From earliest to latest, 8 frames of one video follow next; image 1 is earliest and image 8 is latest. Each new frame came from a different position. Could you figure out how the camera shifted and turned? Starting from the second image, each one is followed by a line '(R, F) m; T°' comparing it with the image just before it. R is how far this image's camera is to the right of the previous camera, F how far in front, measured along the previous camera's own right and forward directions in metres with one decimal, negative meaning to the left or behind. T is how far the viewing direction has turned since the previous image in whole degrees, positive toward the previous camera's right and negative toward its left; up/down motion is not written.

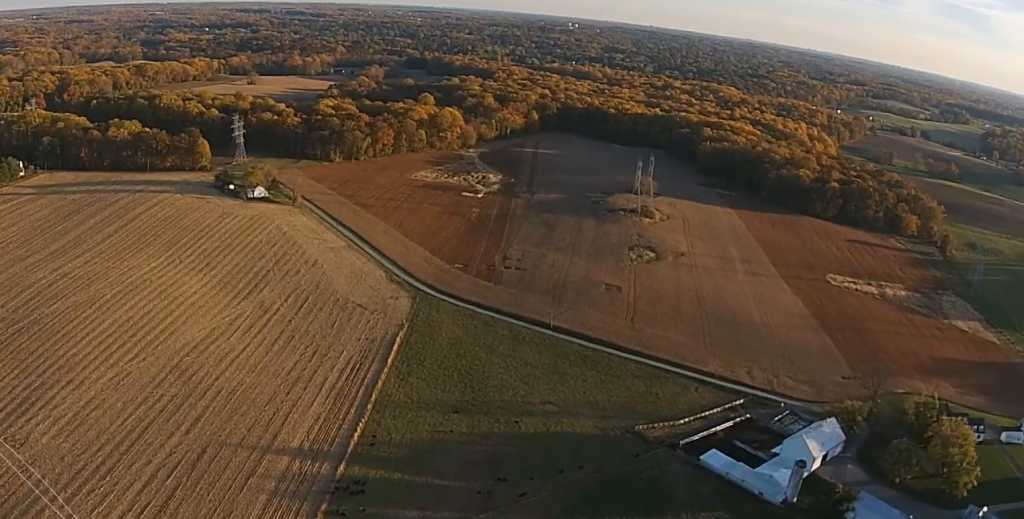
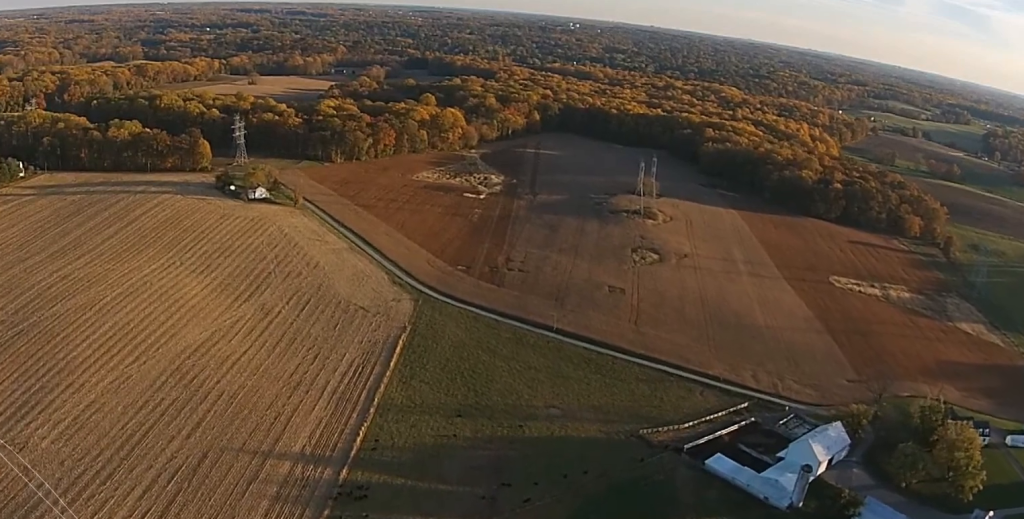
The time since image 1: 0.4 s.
(0.0, +2.8) m; 0°
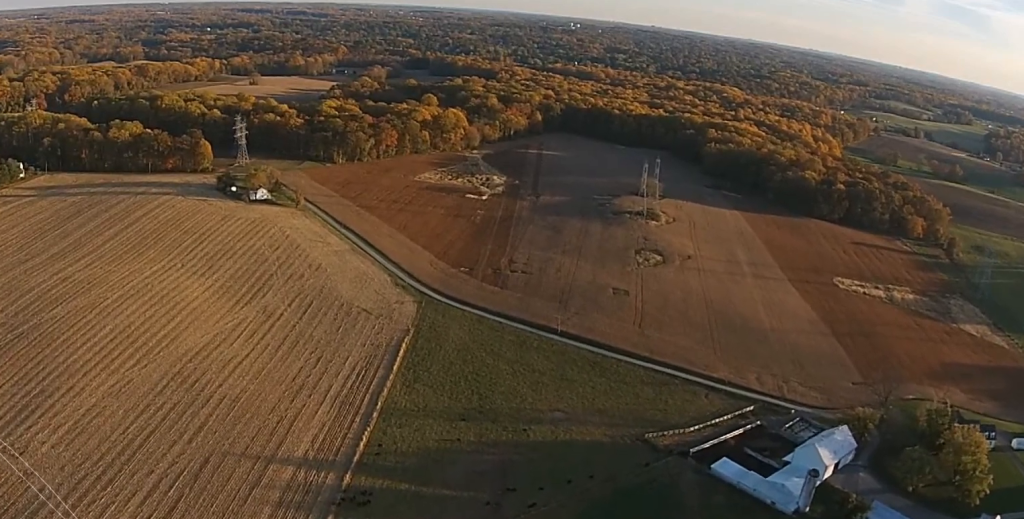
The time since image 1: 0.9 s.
(0.0, +3.1) m; 0°
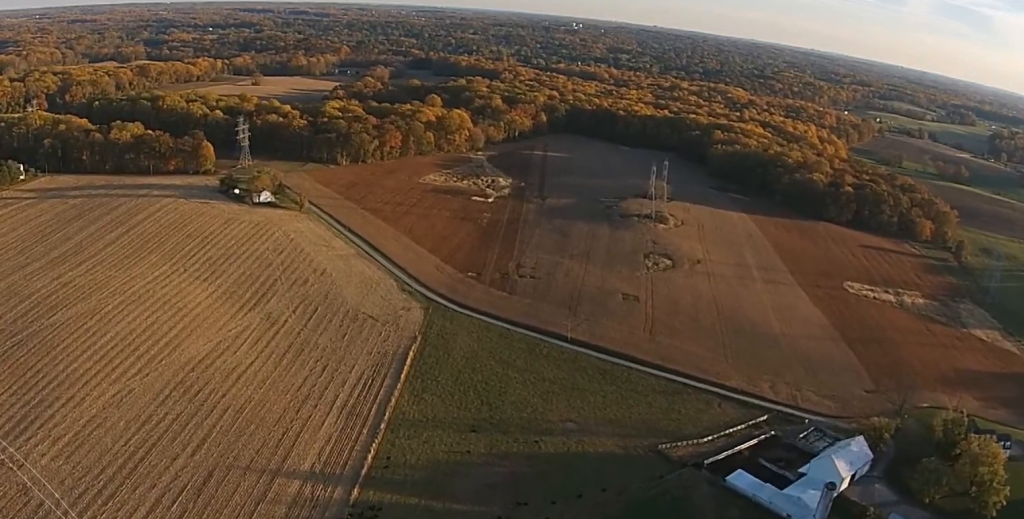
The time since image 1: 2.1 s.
(0.0, +7.9) m; 0°
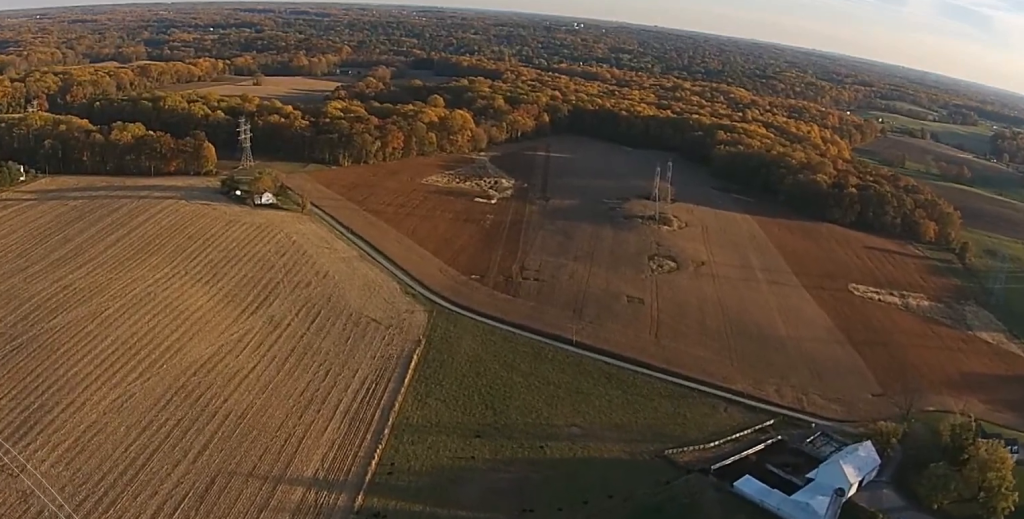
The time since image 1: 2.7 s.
(0.0, +3.7) m; 0°
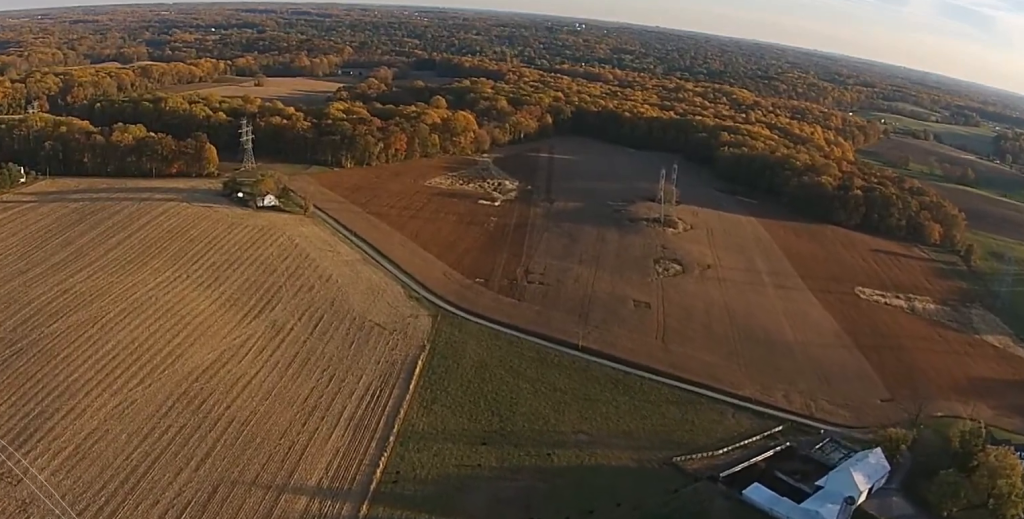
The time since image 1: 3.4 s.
(0.0, +4.6) m; 0°
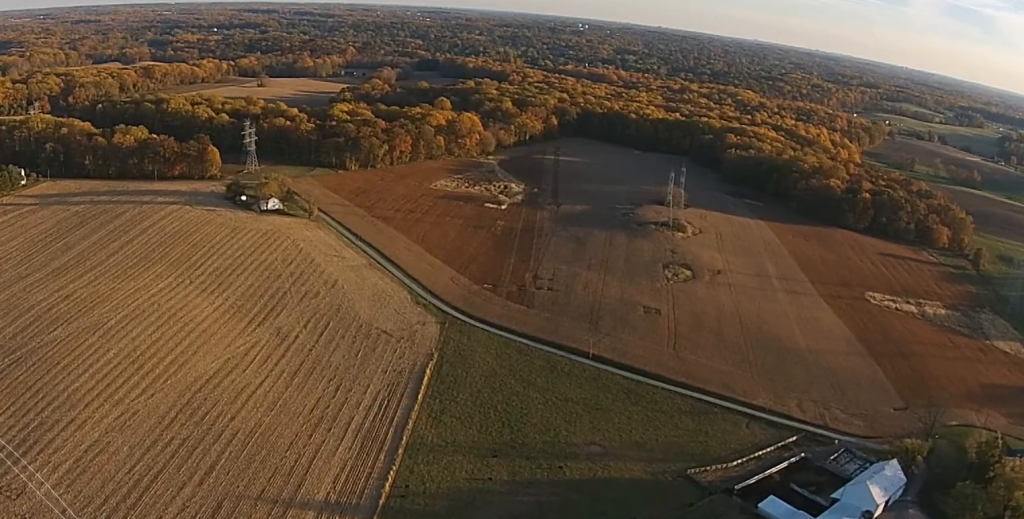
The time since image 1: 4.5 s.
(0.0, +7.7) m; 0°
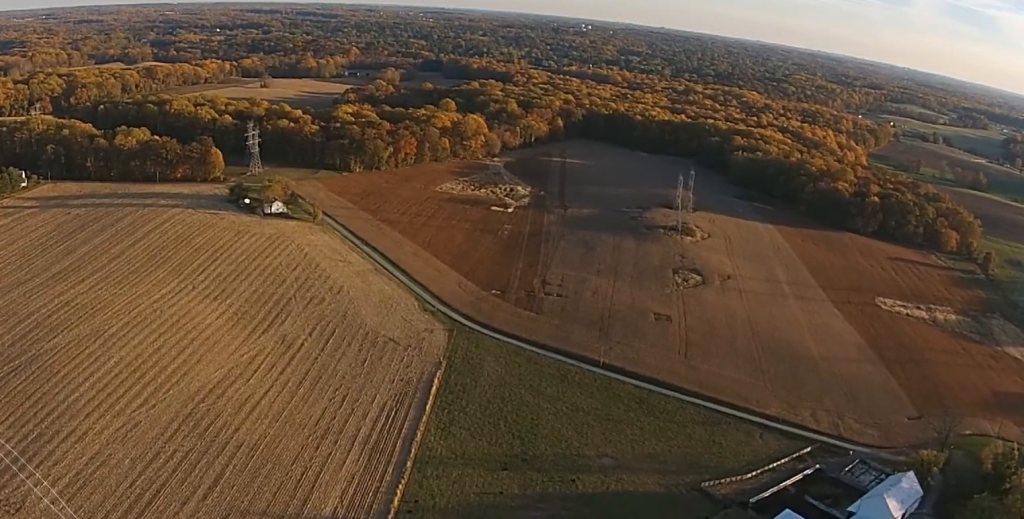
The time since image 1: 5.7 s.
(0.0, +7.7) m; 0°
